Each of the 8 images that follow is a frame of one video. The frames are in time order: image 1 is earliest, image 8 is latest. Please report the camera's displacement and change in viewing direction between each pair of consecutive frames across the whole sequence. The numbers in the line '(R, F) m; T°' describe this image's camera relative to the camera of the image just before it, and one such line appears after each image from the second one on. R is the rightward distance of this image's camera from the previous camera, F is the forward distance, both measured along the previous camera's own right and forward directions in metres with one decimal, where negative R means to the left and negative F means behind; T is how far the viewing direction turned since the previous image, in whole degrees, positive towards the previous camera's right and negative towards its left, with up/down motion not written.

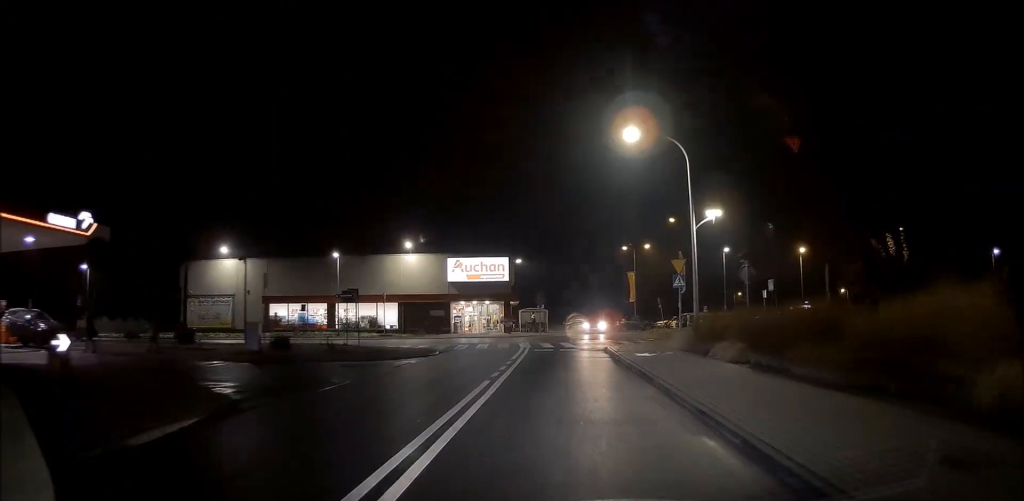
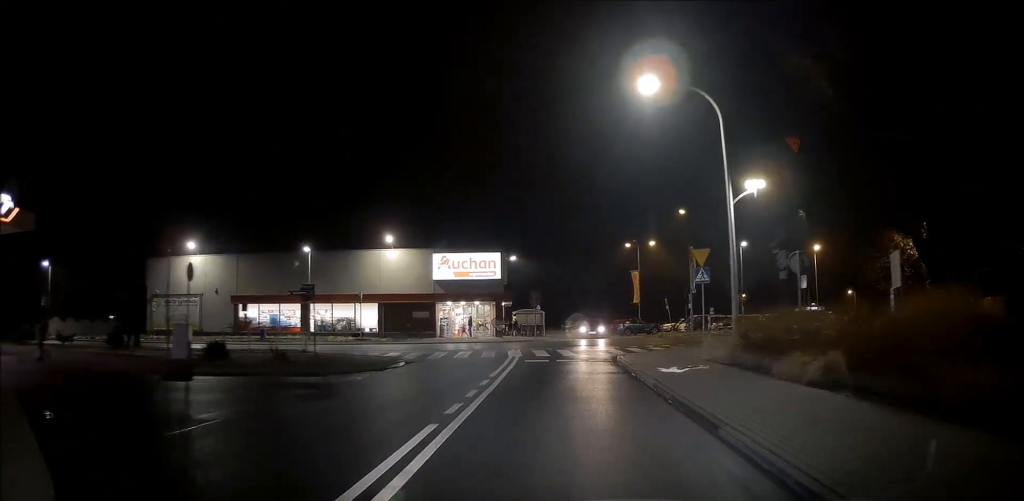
(+0.2, +5.8) m; 0°
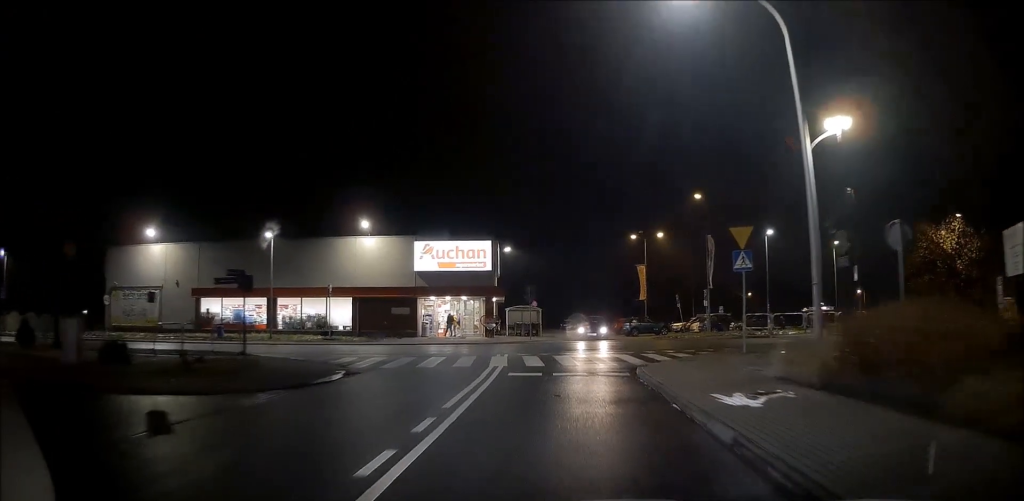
(0.0, +5.8) m; +1°
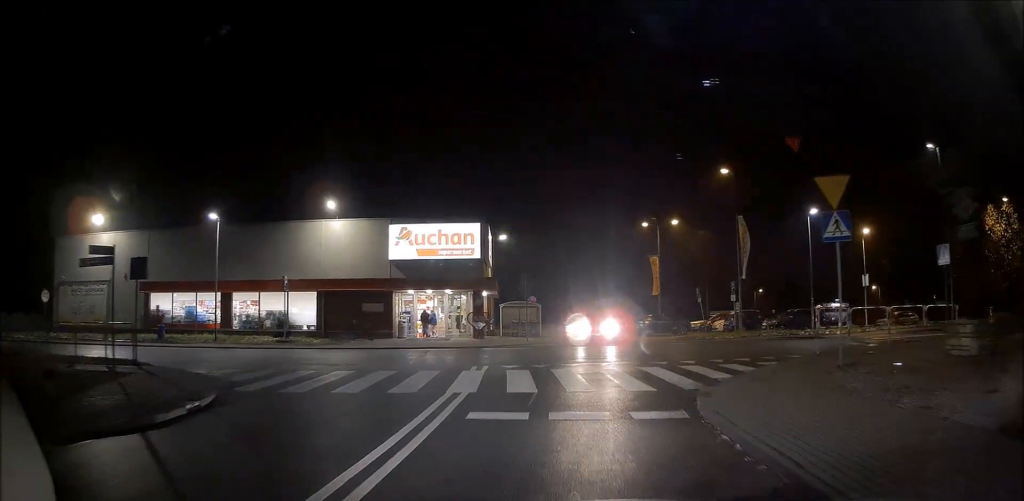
(+0.2, +6.8) m; +2°
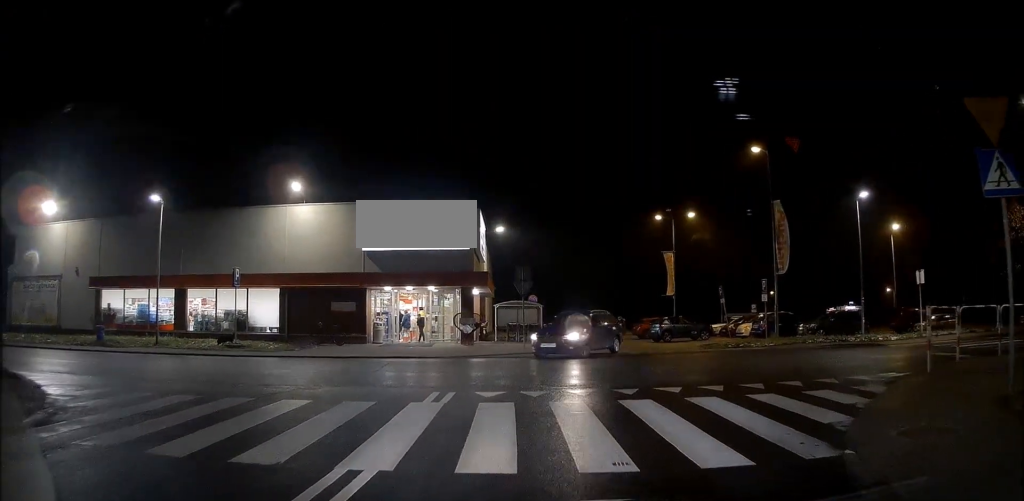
(-0.3, +7.3) m; -6°
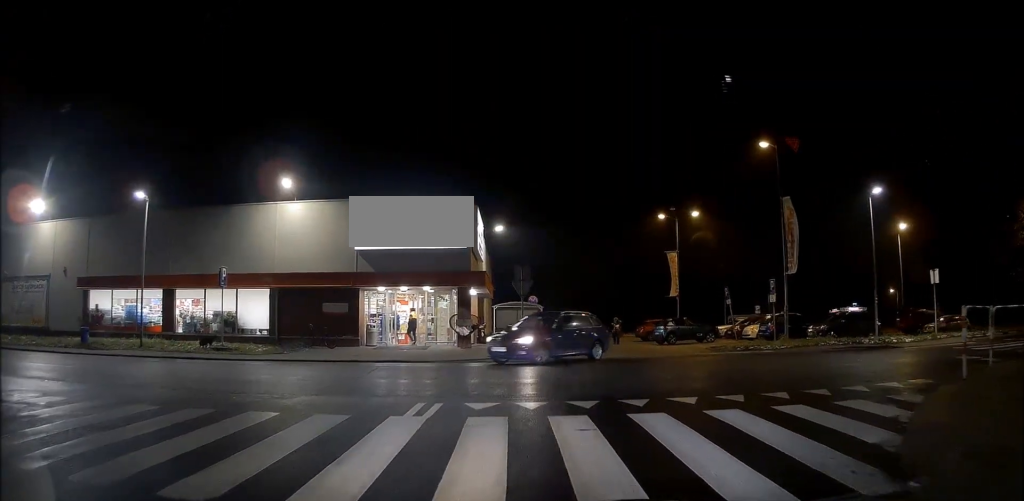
(-0.1, +1.8) m; +1°
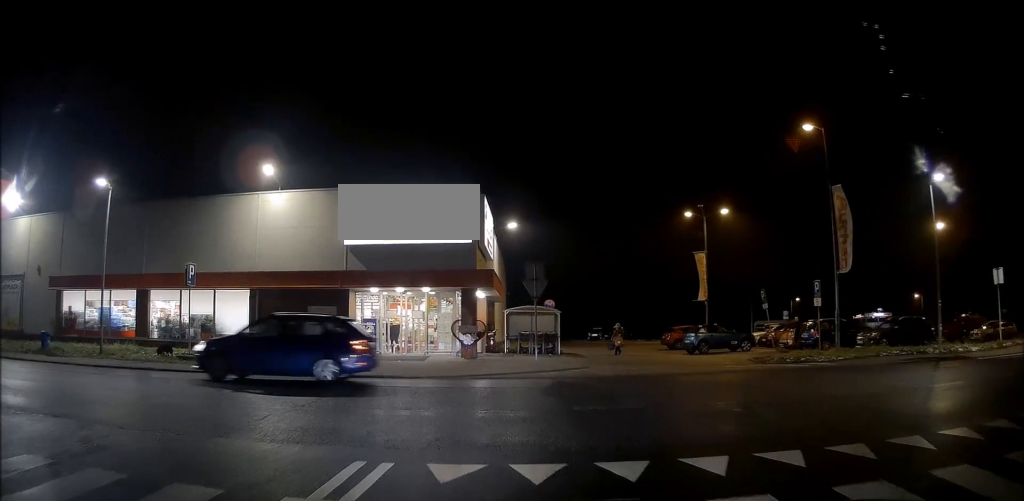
(+0.2, +4.7) m; -1°
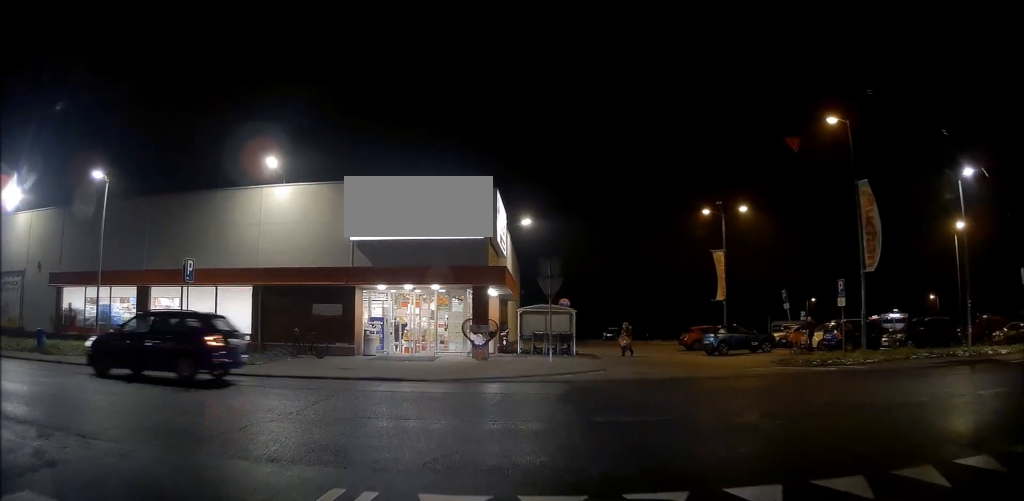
(-0.2, +1.2) m; -2°
